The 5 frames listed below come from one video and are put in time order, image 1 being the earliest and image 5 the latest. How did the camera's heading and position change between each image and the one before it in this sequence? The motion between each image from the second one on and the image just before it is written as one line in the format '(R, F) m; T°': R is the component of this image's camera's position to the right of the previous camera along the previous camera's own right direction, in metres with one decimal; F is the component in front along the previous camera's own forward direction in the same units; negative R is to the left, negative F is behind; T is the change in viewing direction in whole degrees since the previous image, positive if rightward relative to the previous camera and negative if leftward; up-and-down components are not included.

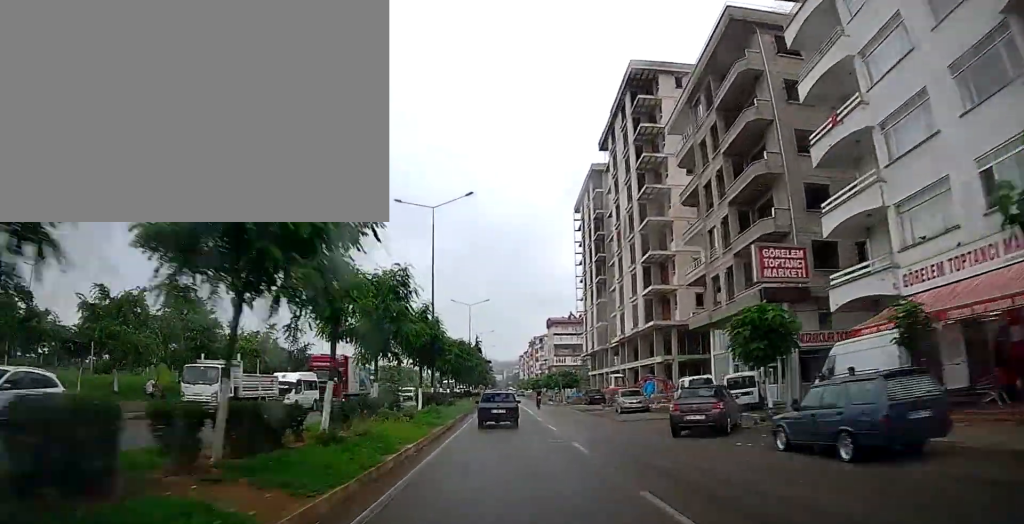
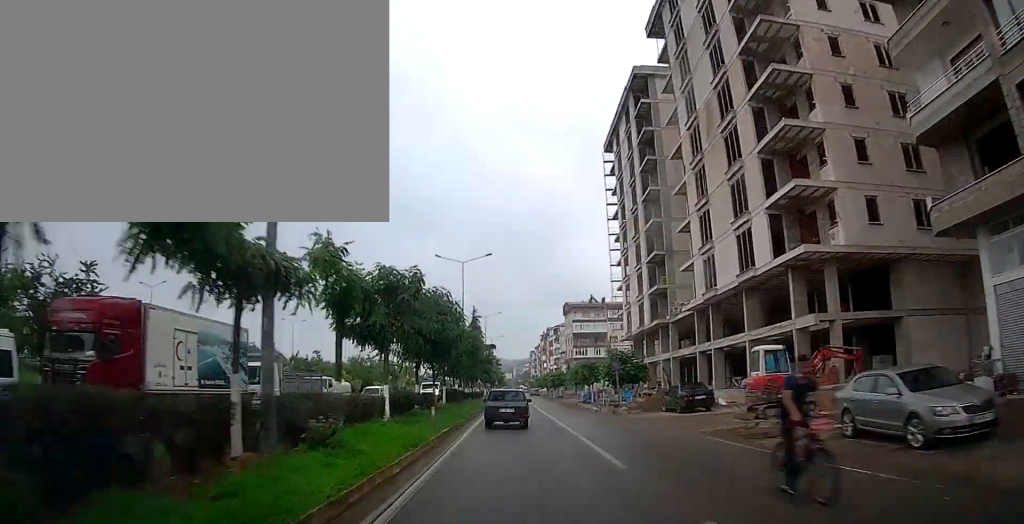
(-0.5, +25.4) m; +1°
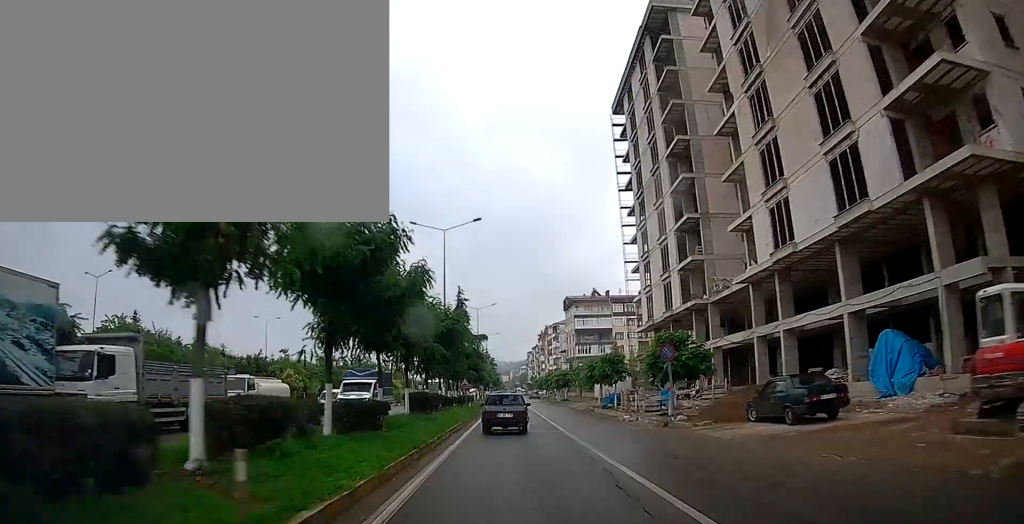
(+0.4, +11.4) m; +2°
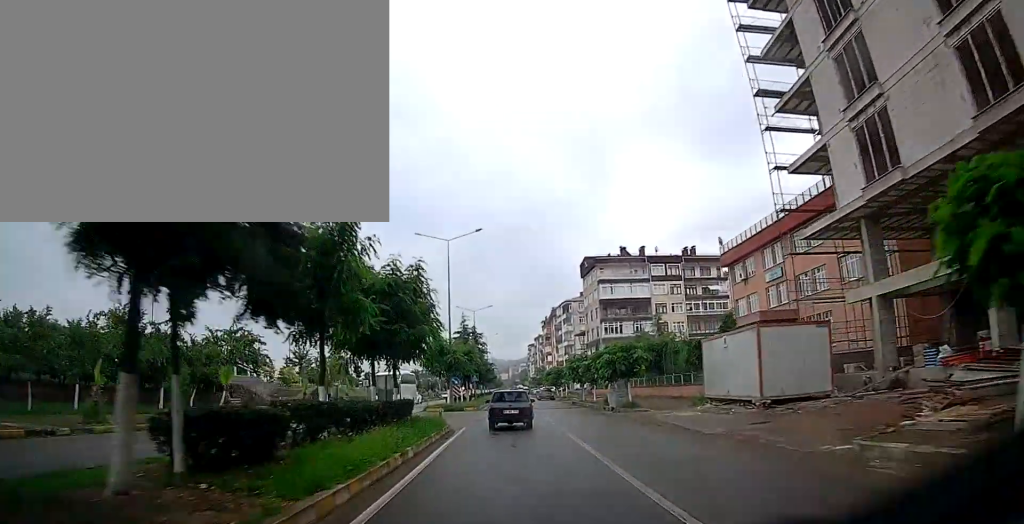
(-0.2, +35.1) m; +2°
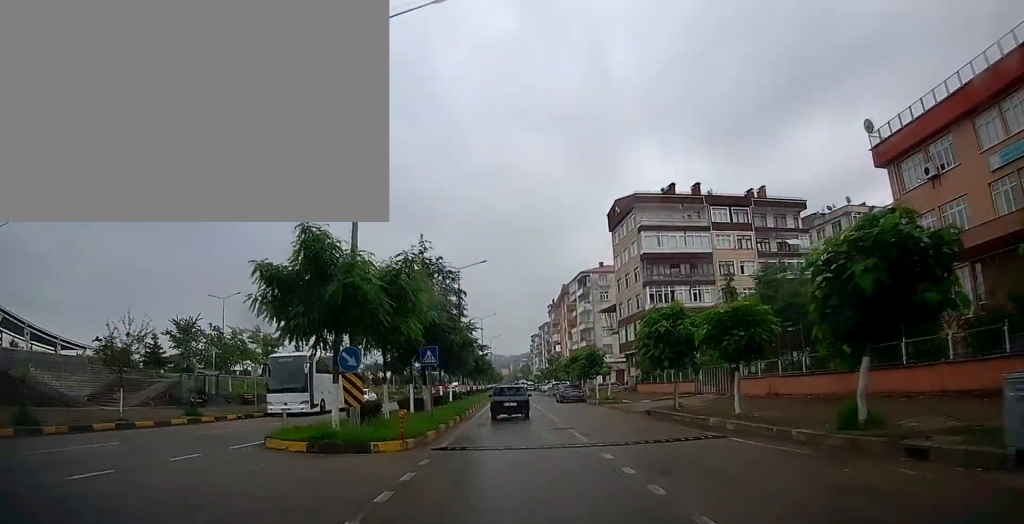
(-0.5, +26.2) m; -1°
